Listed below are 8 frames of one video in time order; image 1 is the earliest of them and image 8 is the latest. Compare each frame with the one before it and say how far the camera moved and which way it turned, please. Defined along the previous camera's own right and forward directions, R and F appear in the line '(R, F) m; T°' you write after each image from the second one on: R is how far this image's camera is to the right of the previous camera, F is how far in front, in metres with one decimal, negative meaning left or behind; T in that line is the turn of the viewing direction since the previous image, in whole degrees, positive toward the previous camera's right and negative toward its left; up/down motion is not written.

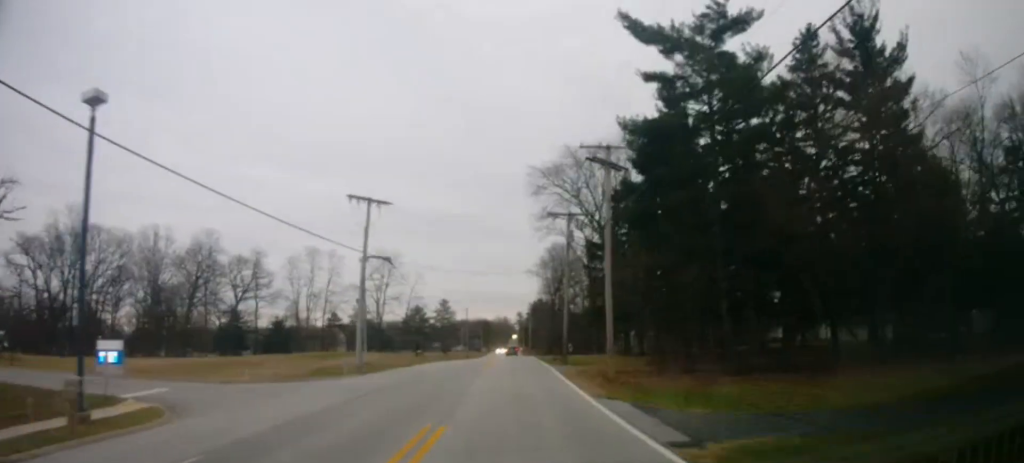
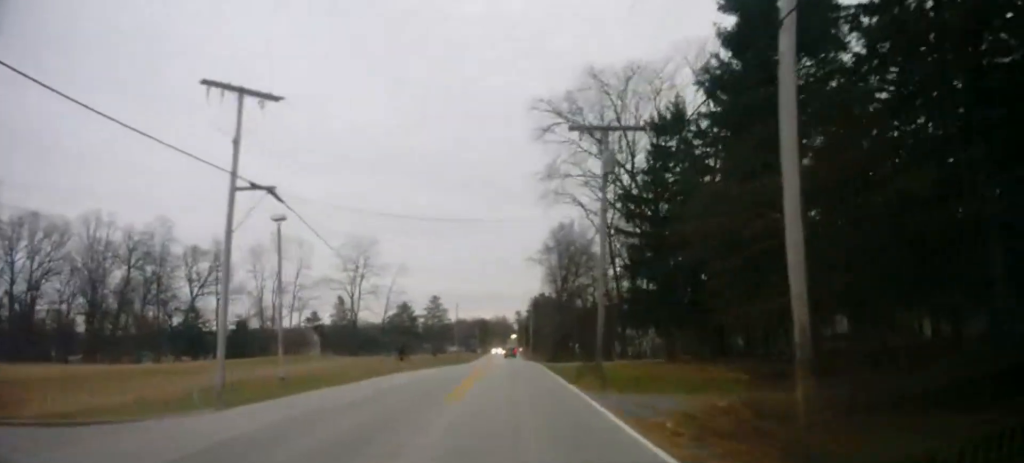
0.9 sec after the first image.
(0.0, +17.1) m; 0°
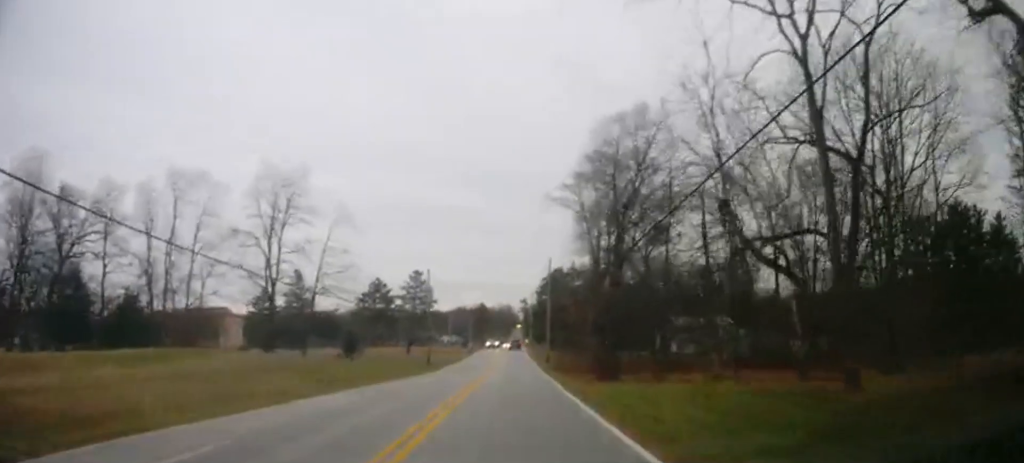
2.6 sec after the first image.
(0.0, +35.2) m; 0°
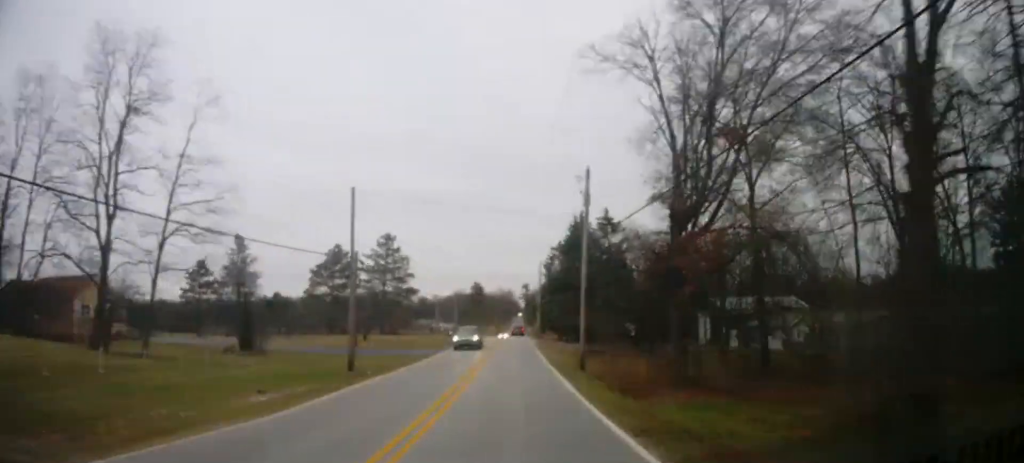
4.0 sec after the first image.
(0.0, +27.9) m; 0°
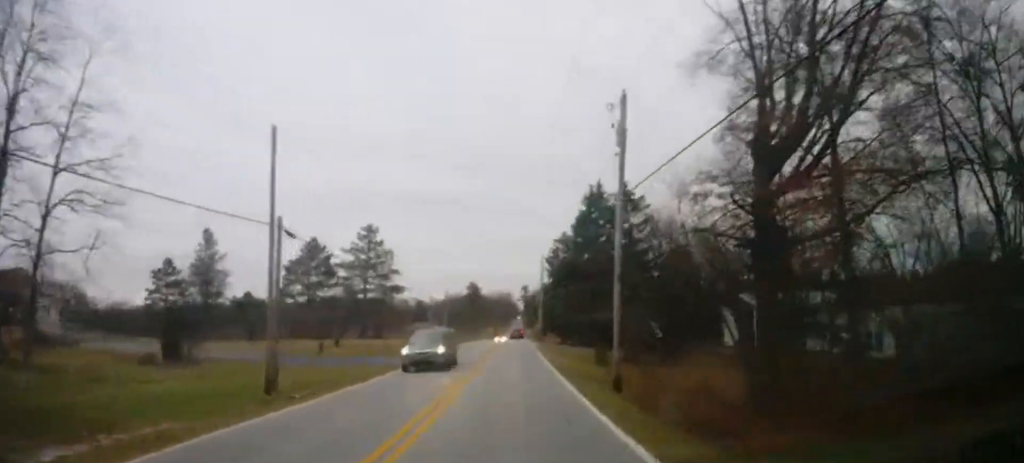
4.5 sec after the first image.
(0.0, +10.3) m; 0°
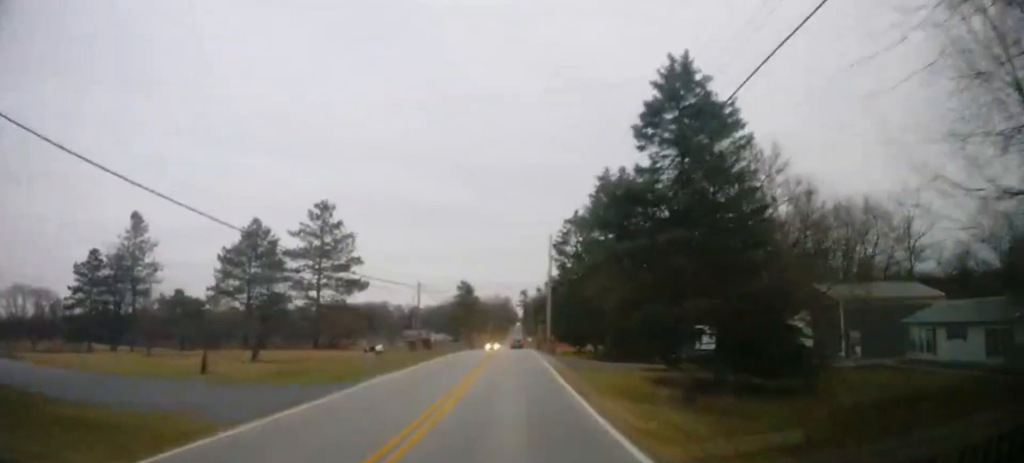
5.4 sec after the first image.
(0.0, +18.3) m; 0°
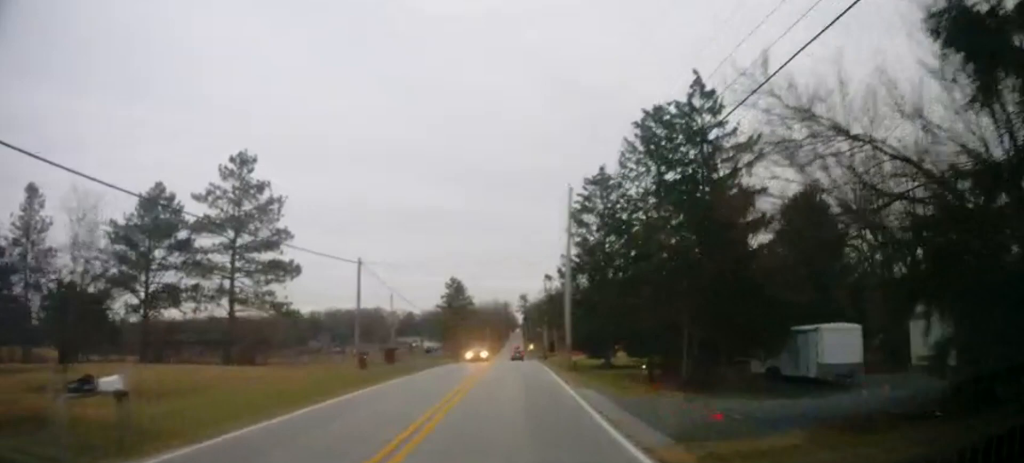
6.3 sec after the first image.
(0.0, +18.9) m; 0°
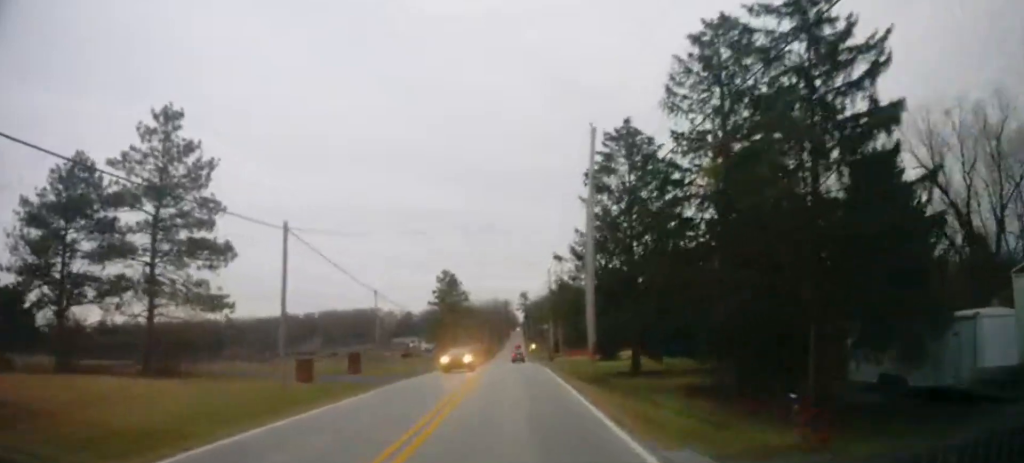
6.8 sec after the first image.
(0.0, +10.0) m; 0°
